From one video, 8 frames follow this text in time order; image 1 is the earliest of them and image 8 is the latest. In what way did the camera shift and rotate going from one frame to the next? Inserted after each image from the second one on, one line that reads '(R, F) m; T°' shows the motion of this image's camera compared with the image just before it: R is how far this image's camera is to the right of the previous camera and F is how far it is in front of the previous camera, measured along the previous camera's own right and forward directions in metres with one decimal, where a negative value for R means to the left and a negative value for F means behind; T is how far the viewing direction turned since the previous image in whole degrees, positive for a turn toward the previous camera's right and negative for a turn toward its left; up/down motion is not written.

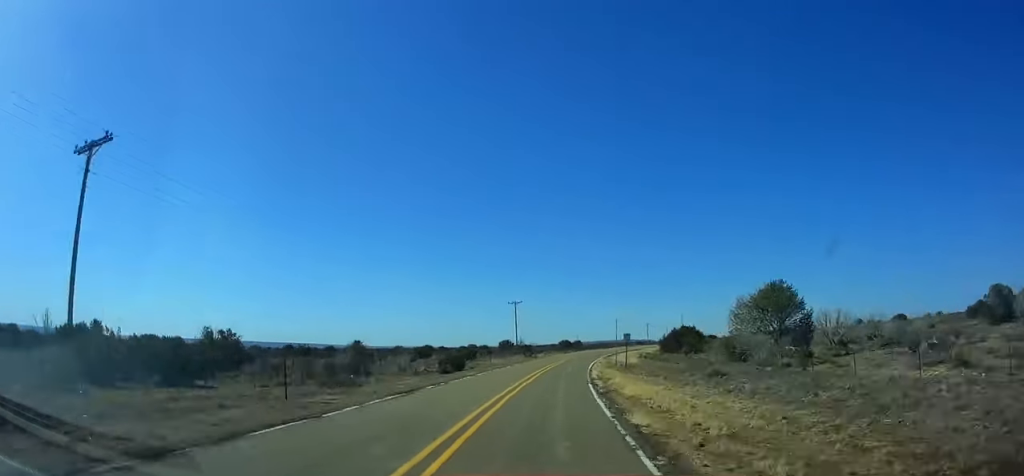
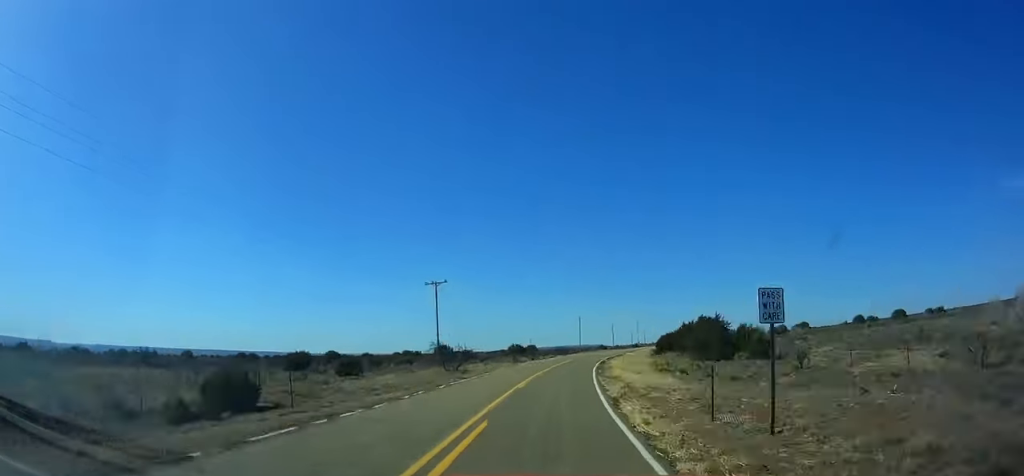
(+3.2, +39.4) m; +5°
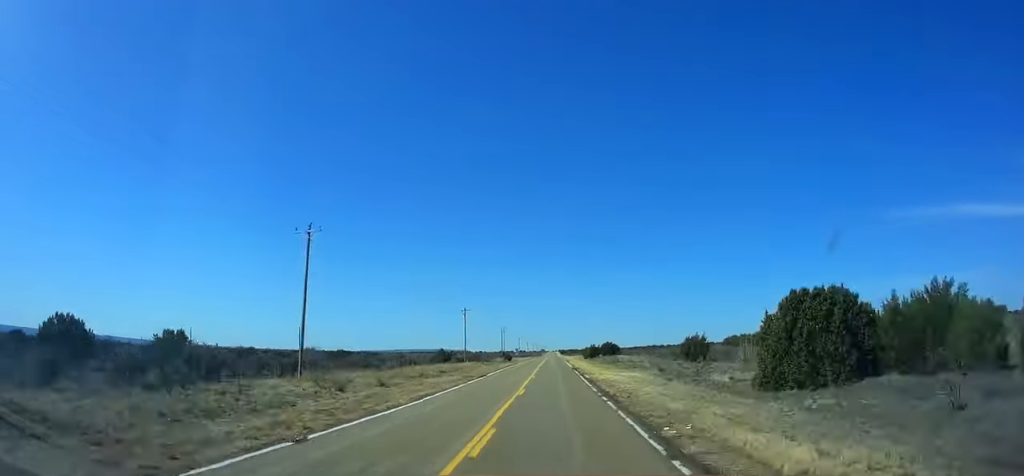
(+14.2, +122.8) m; +12°
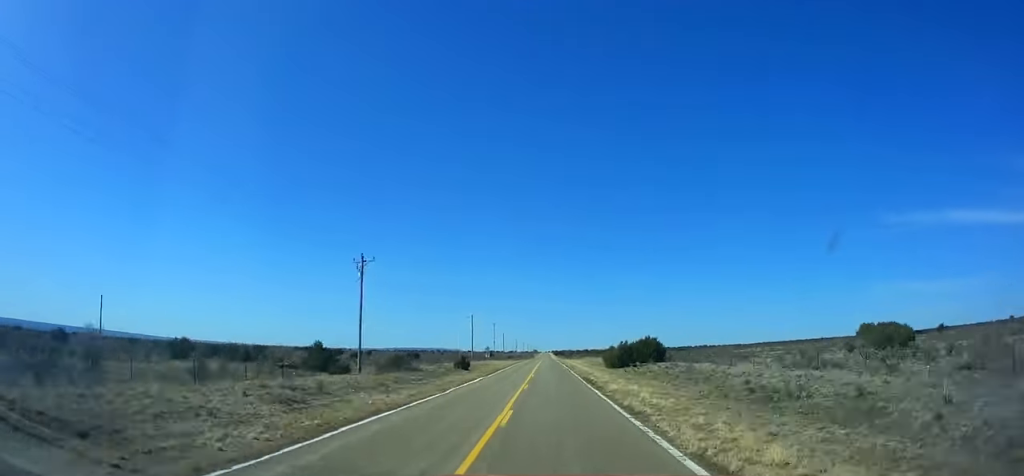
(+2.5, +57.7) m; +2°
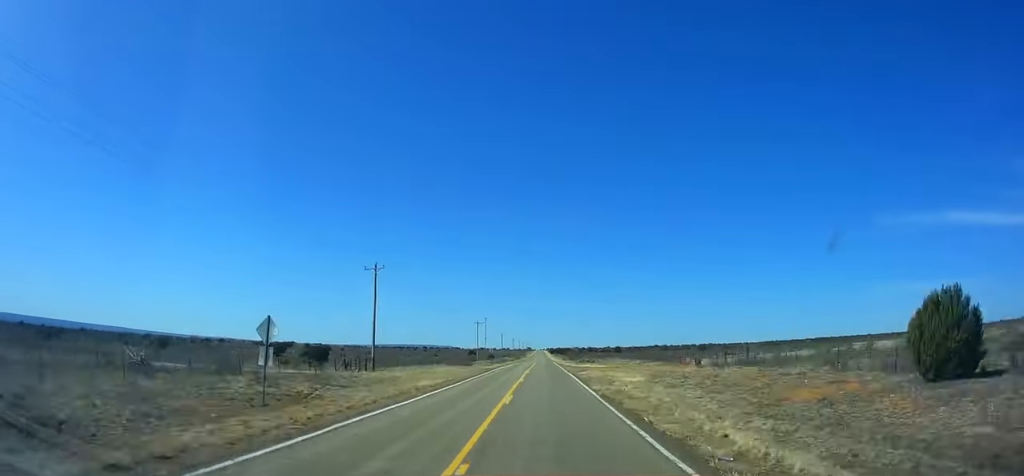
(+1.5, +68.1) m; +1°
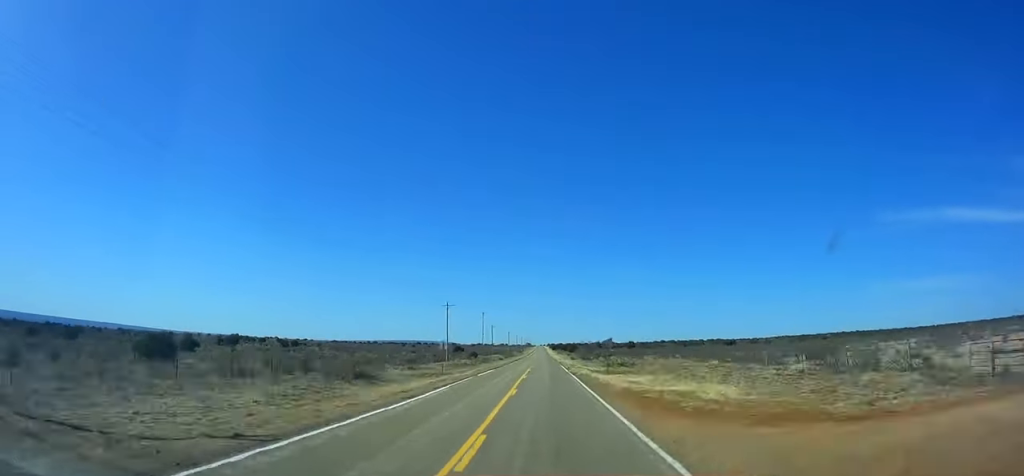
(0.0, +46.1) m; 0°
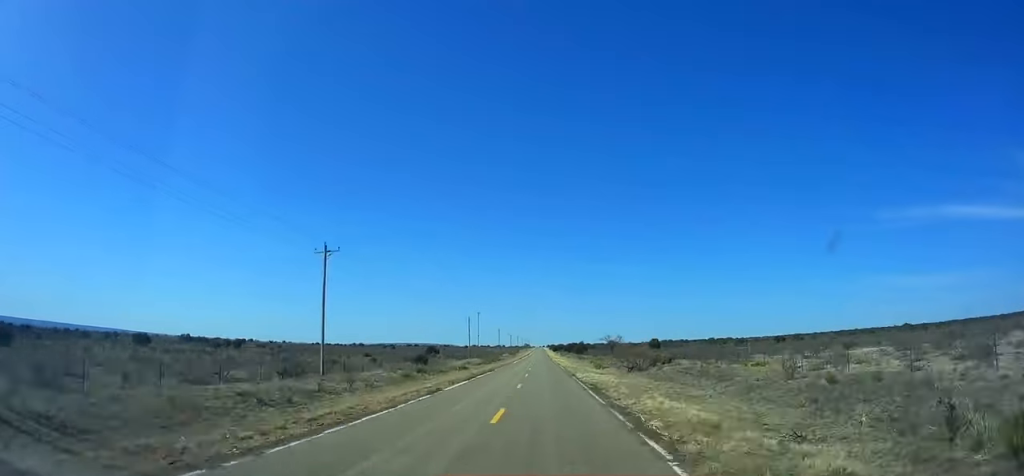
(0.0, +56.1) m; 0°
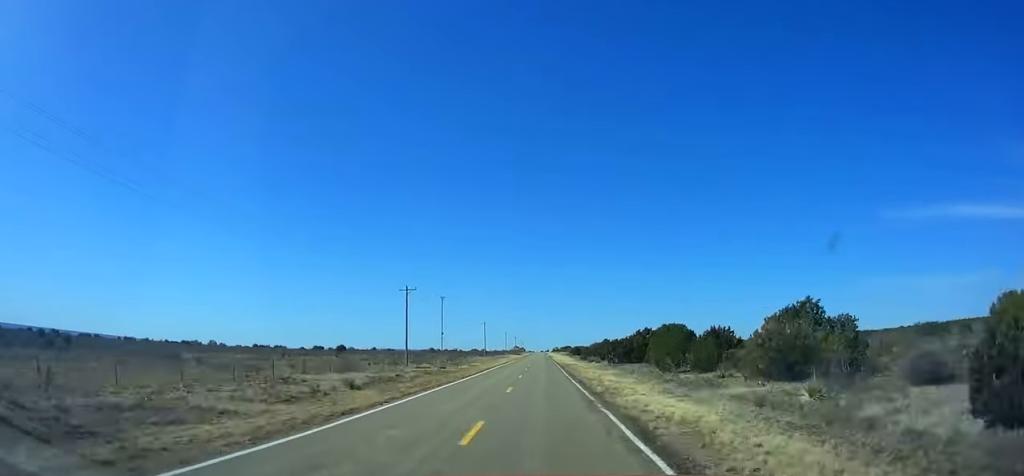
(+1.0, +337.1) m; 0°
